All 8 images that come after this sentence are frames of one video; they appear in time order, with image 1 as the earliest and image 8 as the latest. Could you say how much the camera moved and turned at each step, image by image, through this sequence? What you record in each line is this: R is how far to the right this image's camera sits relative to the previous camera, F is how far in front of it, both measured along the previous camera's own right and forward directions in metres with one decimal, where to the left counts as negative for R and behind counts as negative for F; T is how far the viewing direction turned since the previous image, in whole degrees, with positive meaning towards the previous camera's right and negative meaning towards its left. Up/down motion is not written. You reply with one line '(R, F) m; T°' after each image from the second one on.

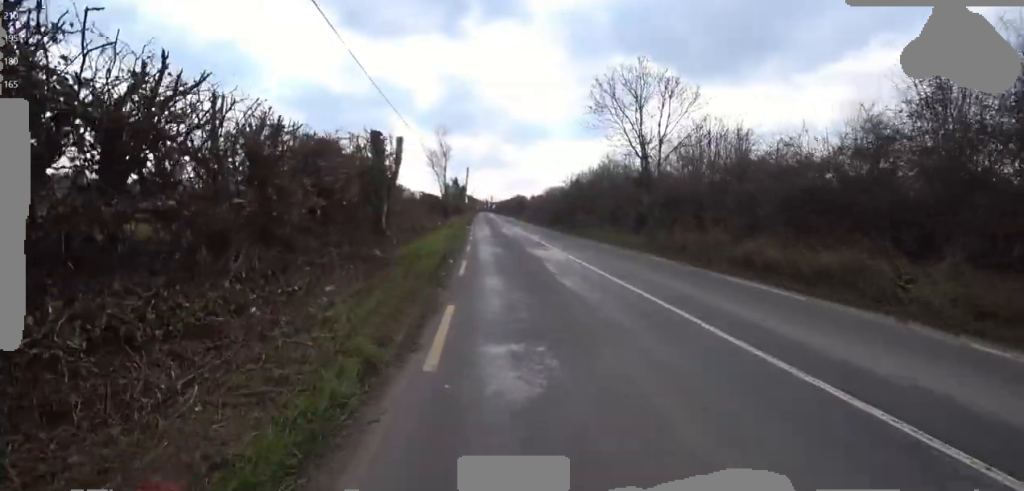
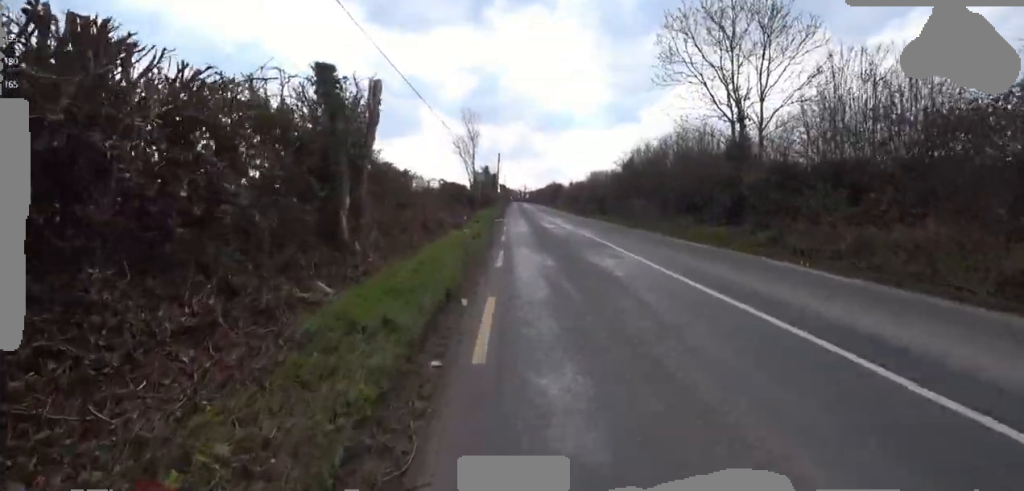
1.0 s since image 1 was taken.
(+0.2, +4.9) m; 0°
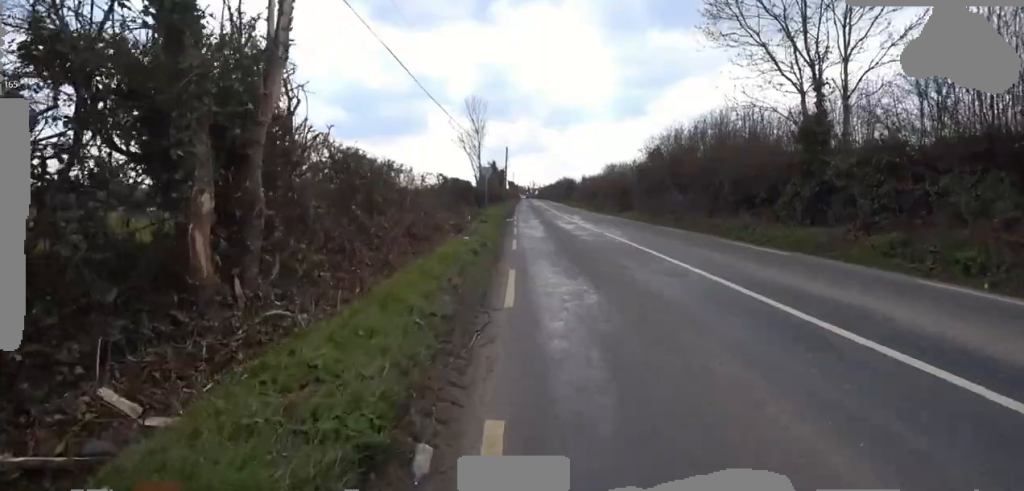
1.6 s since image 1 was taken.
(-0.3, +3.0) m; 0°
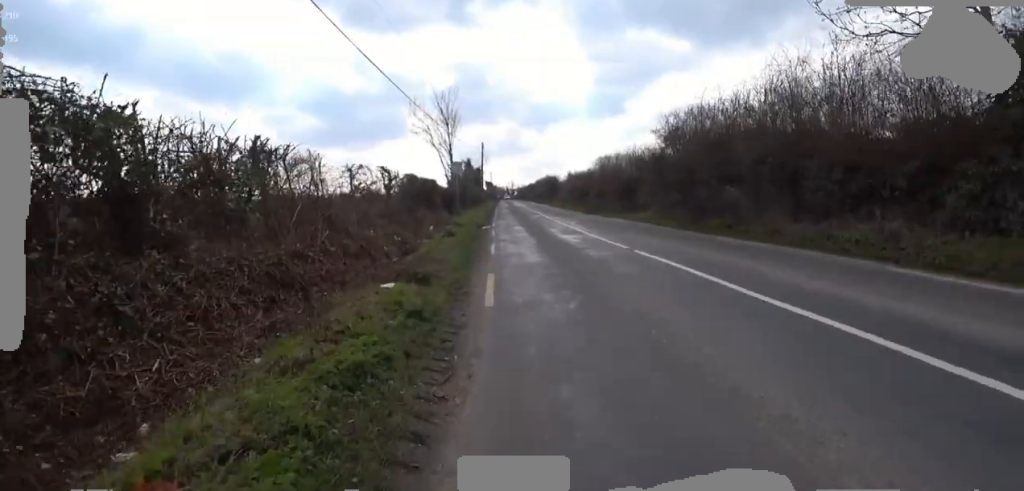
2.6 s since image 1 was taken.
(+0.4, +5.3) m; 0°
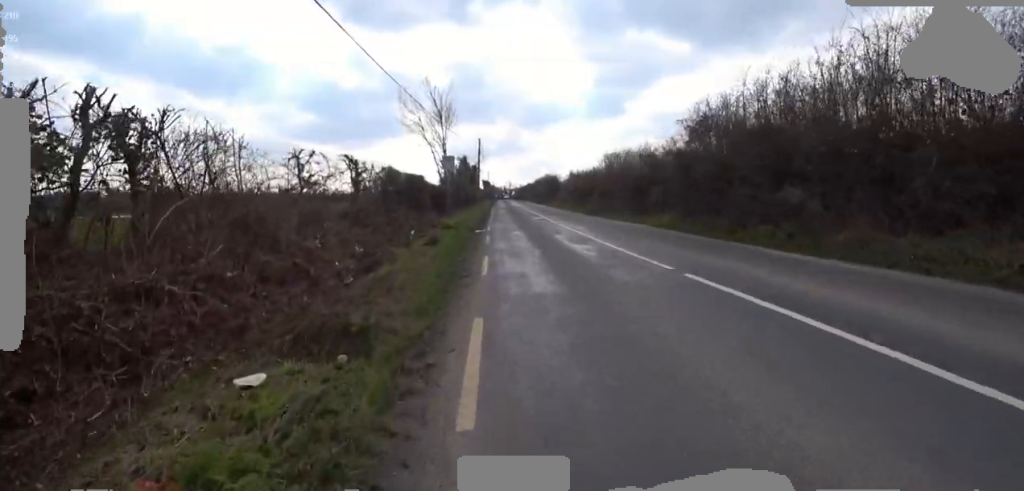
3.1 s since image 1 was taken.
(-0.2, +2.5) m; 0°
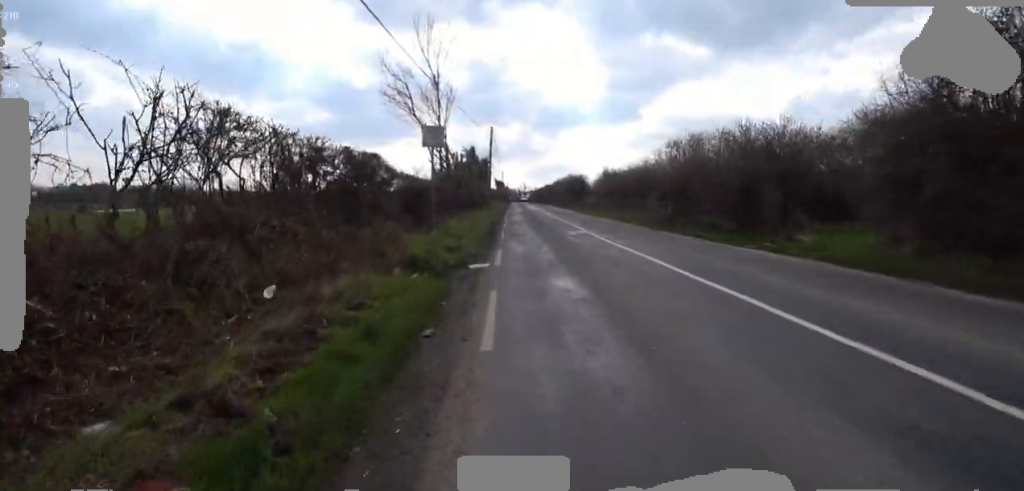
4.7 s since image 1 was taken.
(+0.2, +8.2) m; -1°
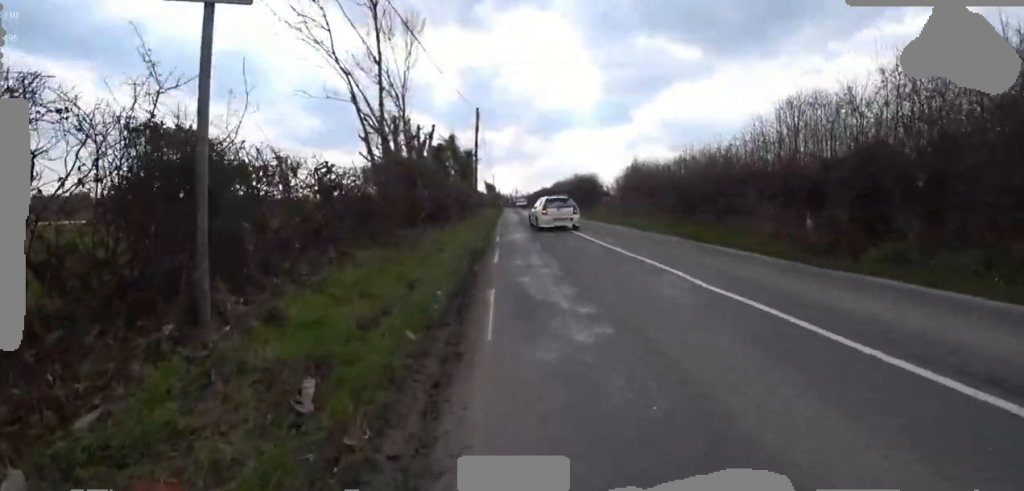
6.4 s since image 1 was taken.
(-0.8, +9.0) m; -3°
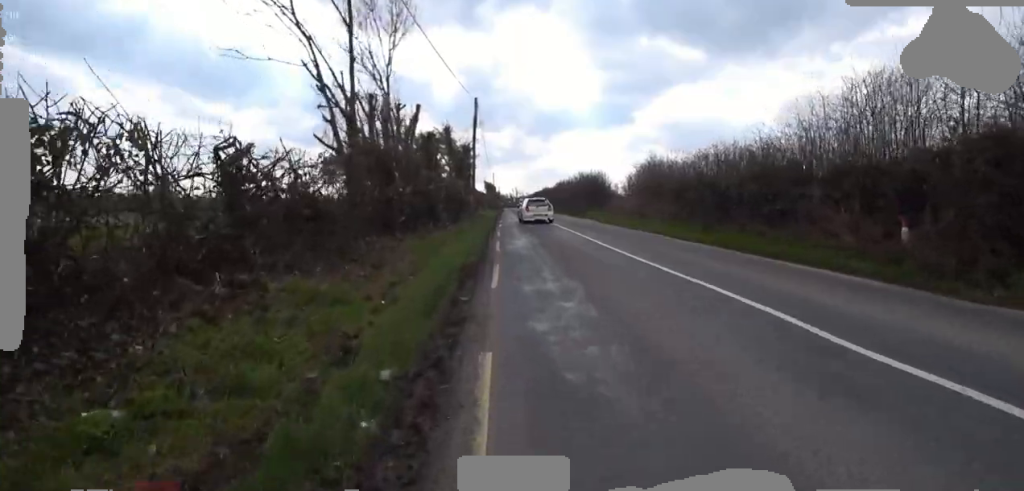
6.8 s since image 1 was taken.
(0.0, +2.5) m; +1°
